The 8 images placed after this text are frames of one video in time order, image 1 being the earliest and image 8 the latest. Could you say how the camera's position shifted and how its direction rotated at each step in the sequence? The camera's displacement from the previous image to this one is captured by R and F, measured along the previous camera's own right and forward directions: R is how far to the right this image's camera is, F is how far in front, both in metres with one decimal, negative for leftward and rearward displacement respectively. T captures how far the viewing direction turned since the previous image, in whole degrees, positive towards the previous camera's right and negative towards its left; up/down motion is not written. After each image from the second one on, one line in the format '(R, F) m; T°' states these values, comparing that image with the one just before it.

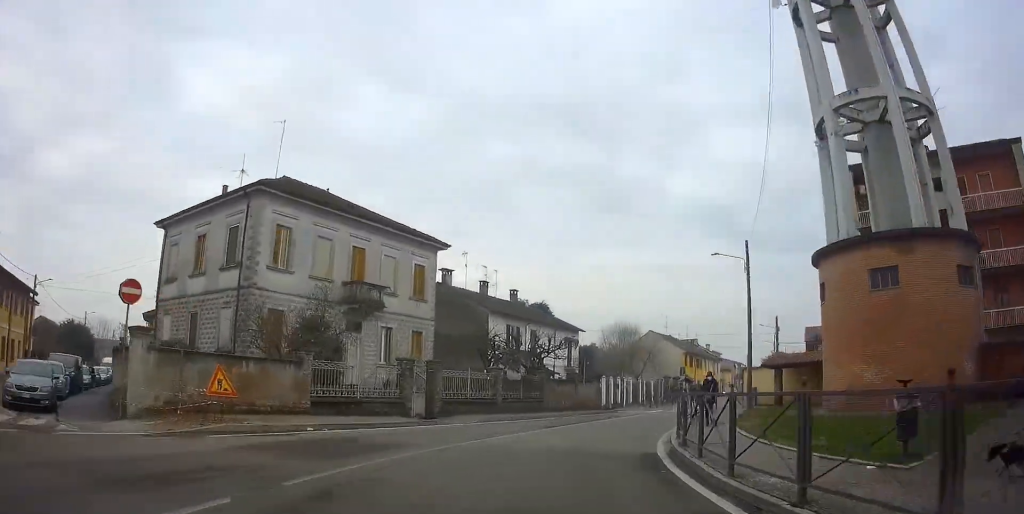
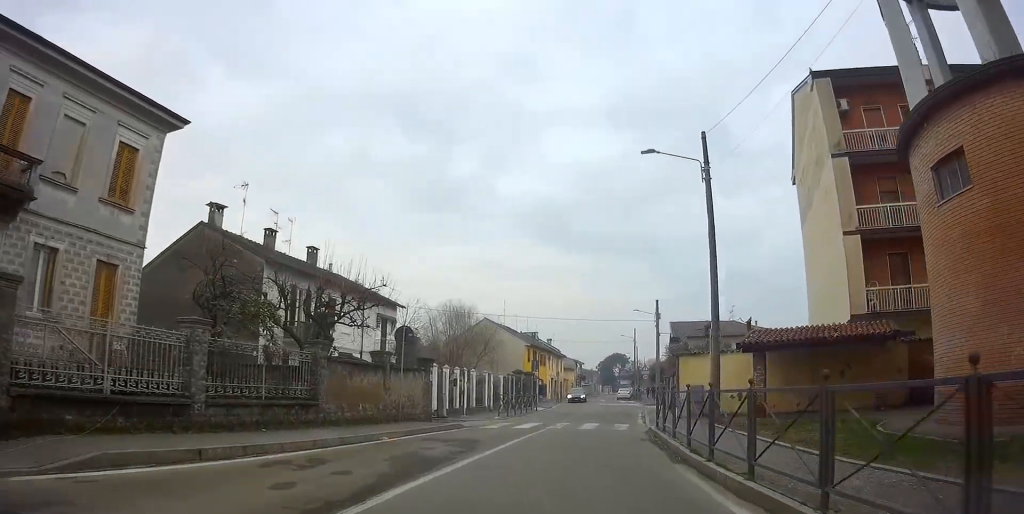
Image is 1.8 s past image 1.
(+2.3, +14.7) m; +19°
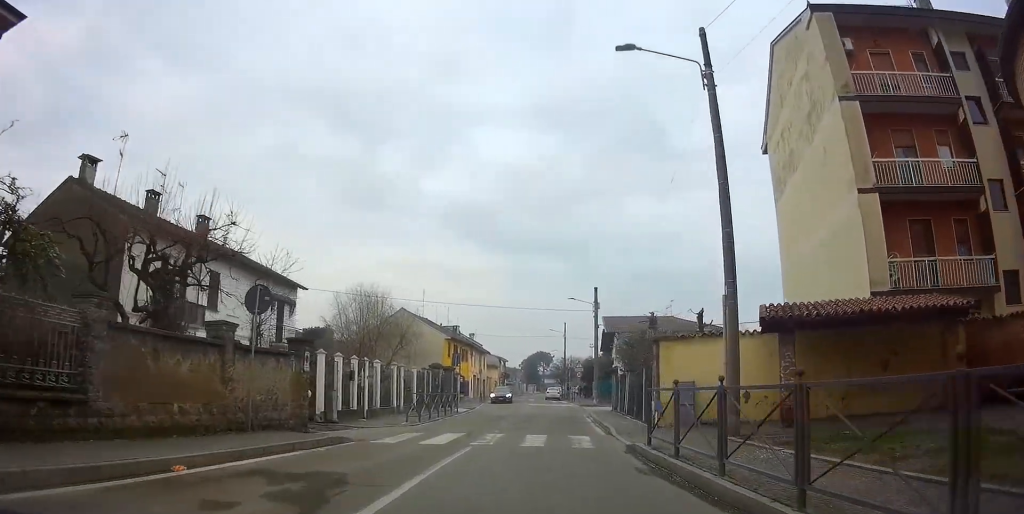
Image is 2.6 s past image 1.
(+0.3, +6.3) m; +6°
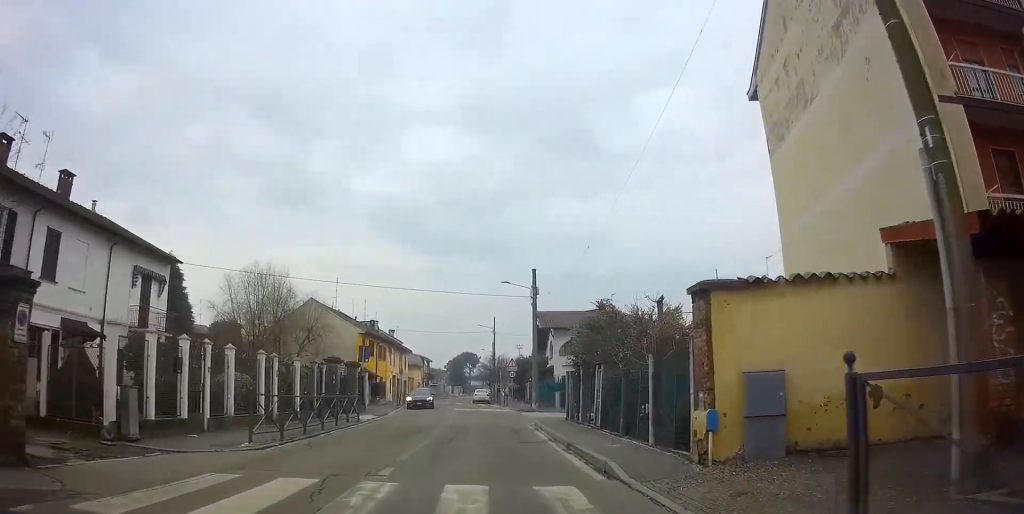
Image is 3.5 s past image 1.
(+0.5, +8.0) m; +5°
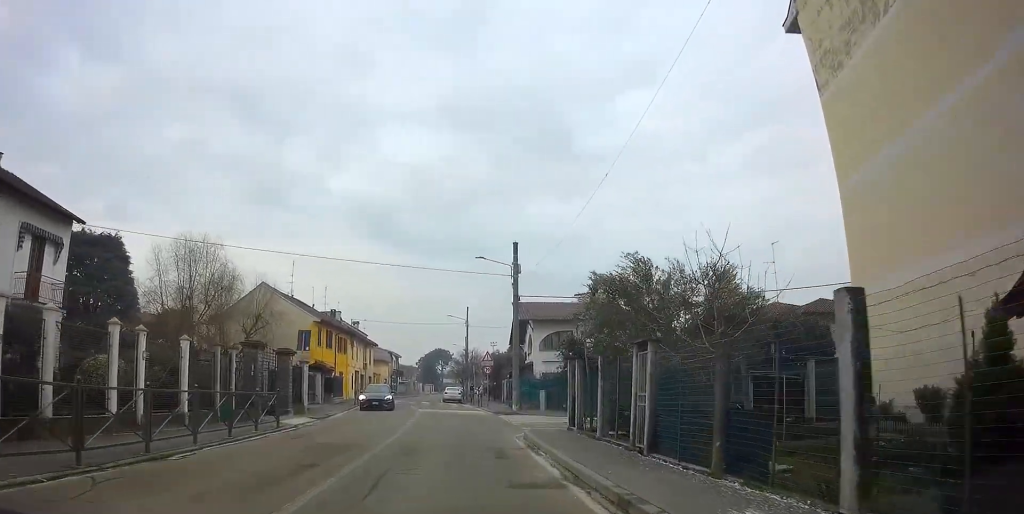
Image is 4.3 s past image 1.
(+0.2, +6.8) m; +3°
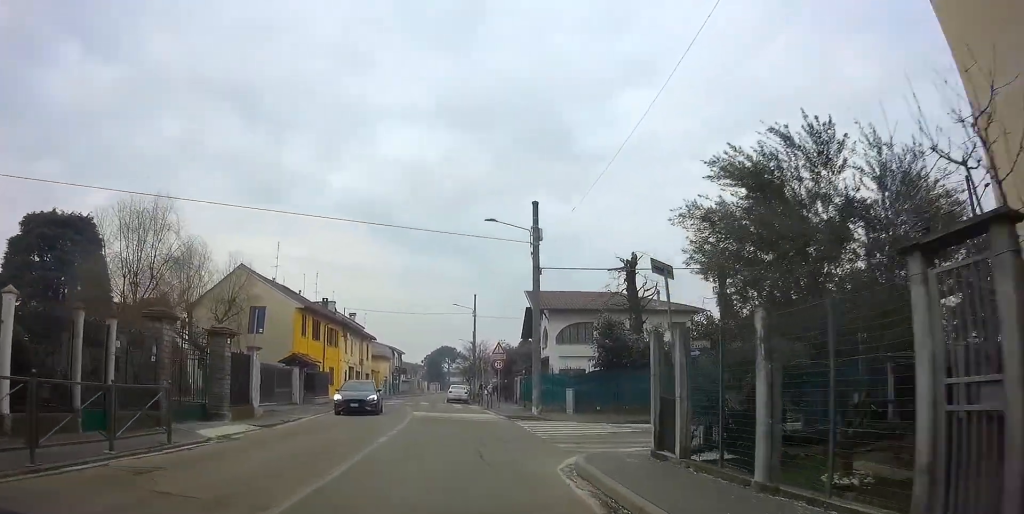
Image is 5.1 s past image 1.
(+0.2, +6.8) m; +3°
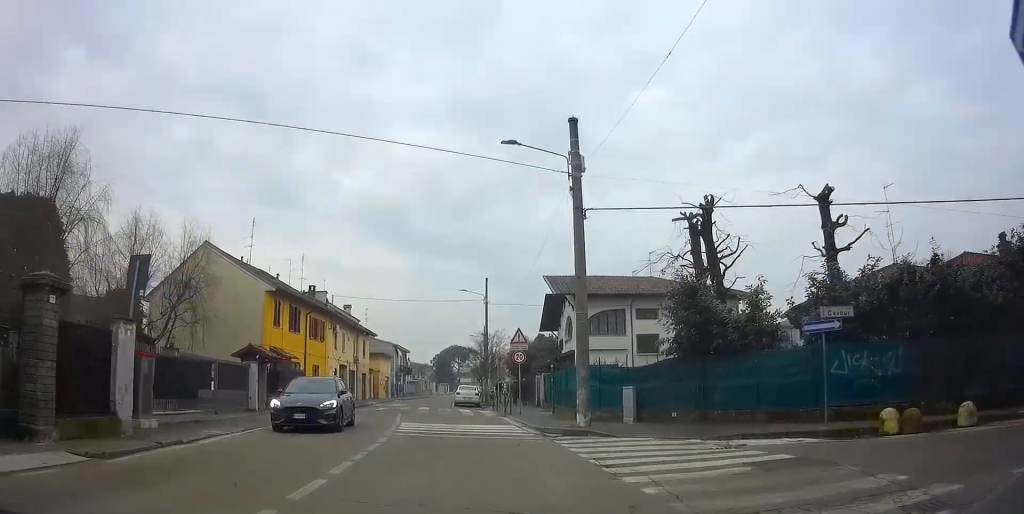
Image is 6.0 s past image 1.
(+0.2, +8.0) m; +2°
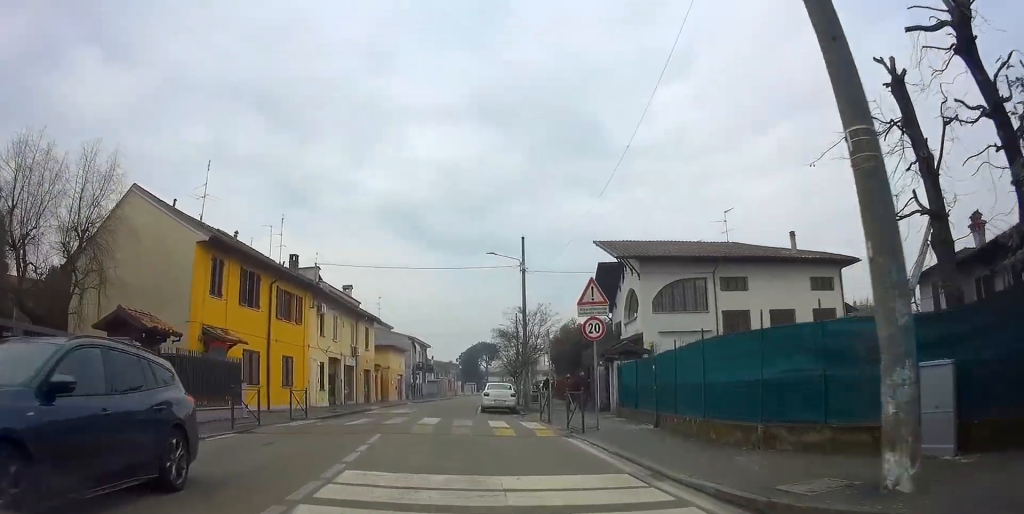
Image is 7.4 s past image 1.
(+0.1, +11.7) m; 0°
